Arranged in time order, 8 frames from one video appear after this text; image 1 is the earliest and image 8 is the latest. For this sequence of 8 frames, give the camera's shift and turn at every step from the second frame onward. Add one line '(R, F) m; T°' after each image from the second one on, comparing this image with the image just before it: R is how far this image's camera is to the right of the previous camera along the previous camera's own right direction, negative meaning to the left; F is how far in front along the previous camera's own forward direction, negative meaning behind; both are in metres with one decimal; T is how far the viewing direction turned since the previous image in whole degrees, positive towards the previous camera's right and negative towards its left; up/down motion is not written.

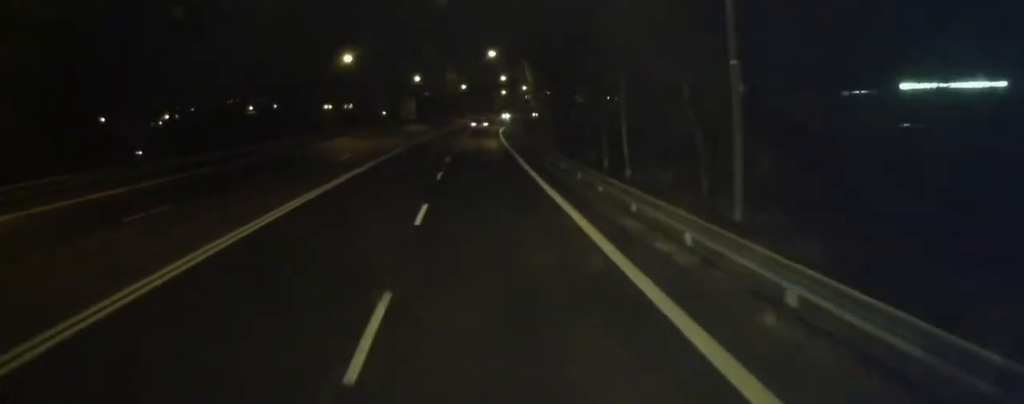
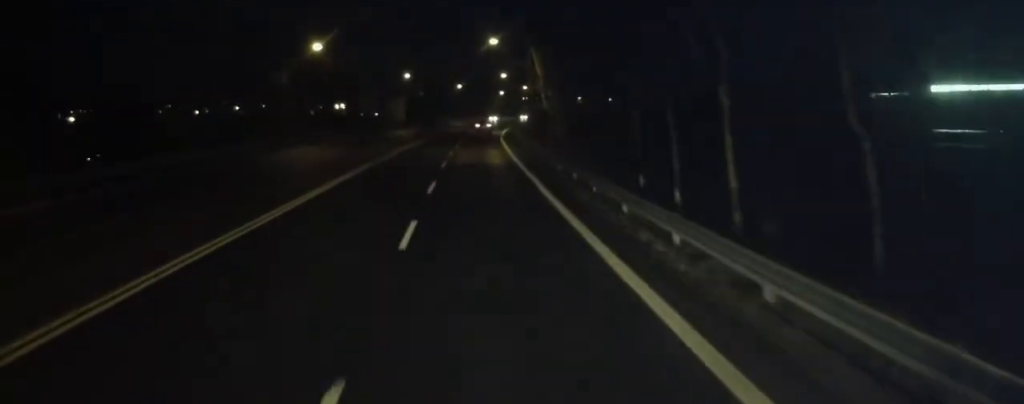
(-0.3, +11.6) m; 0°
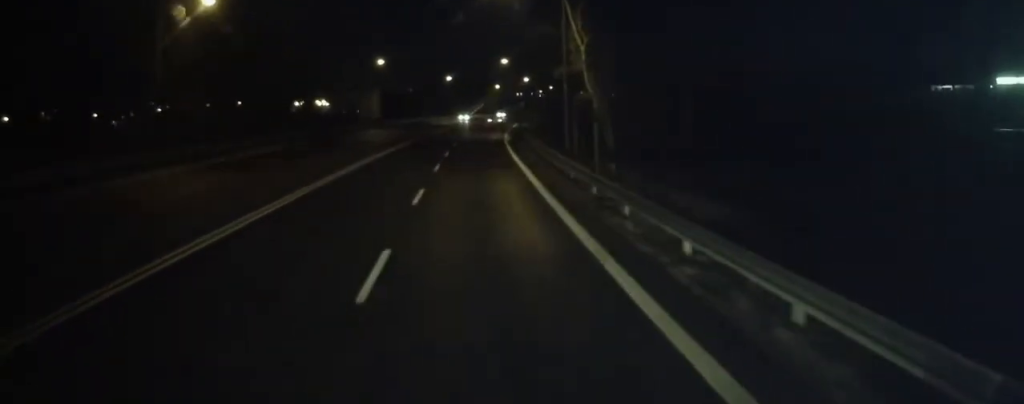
(+0.3, +21.4) m; +2°
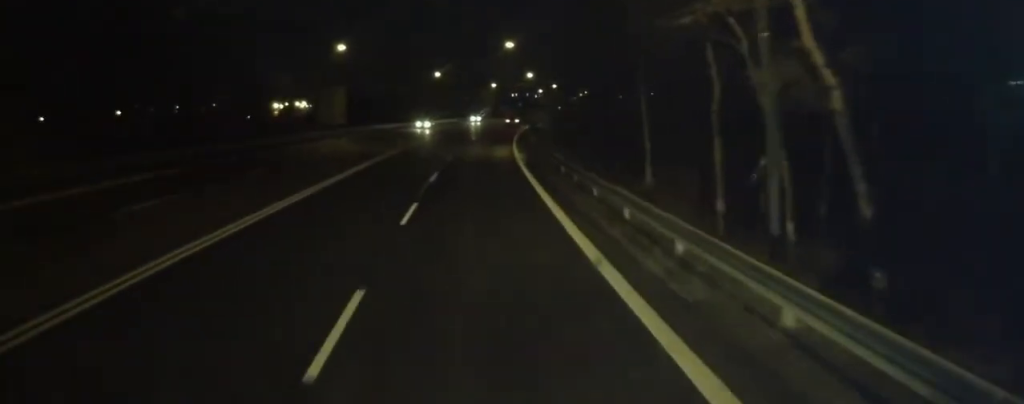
(0.0, +20.1) m; -1°
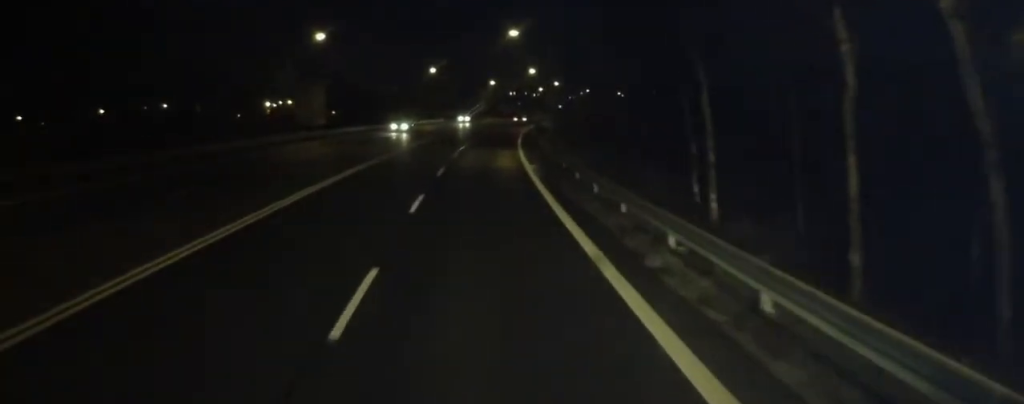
(-0.1, +7.4) m; 0°
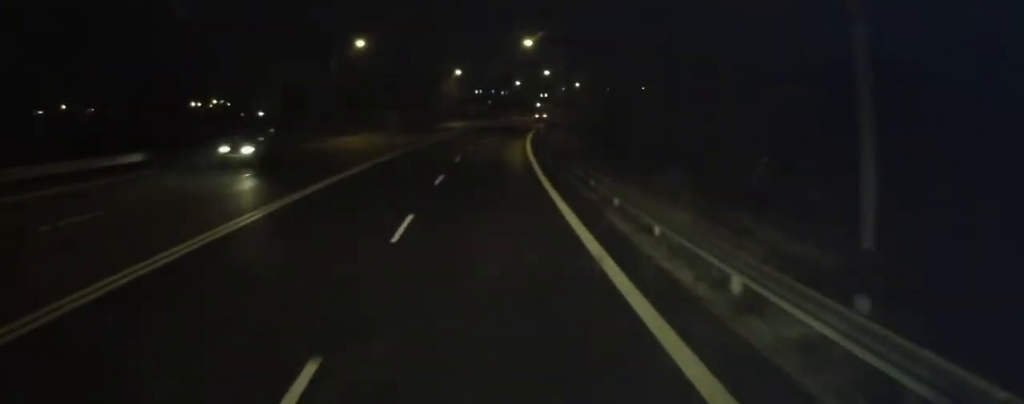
(+0.9, +39.9) m; +2°
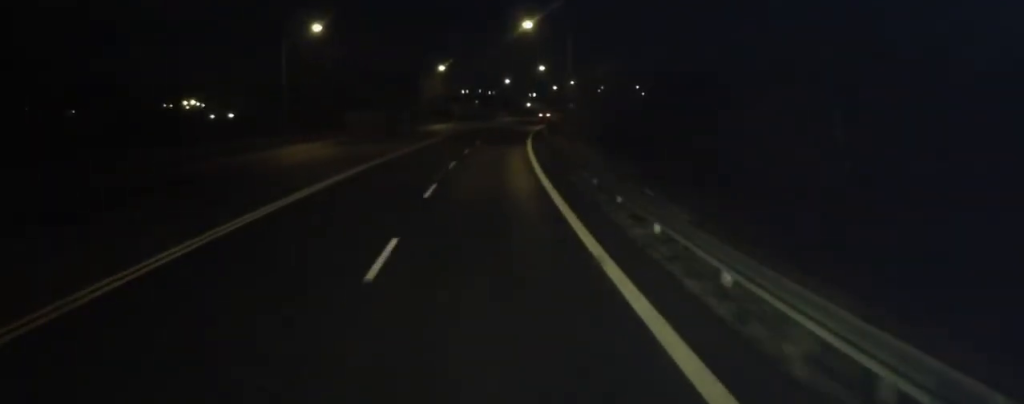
(0.0, +11.8) m; +1°
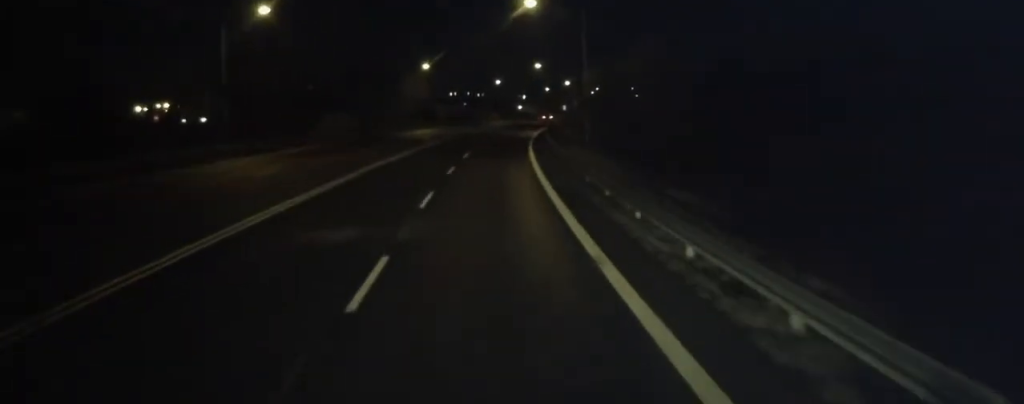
(0.0, +10.1) m; +1°
